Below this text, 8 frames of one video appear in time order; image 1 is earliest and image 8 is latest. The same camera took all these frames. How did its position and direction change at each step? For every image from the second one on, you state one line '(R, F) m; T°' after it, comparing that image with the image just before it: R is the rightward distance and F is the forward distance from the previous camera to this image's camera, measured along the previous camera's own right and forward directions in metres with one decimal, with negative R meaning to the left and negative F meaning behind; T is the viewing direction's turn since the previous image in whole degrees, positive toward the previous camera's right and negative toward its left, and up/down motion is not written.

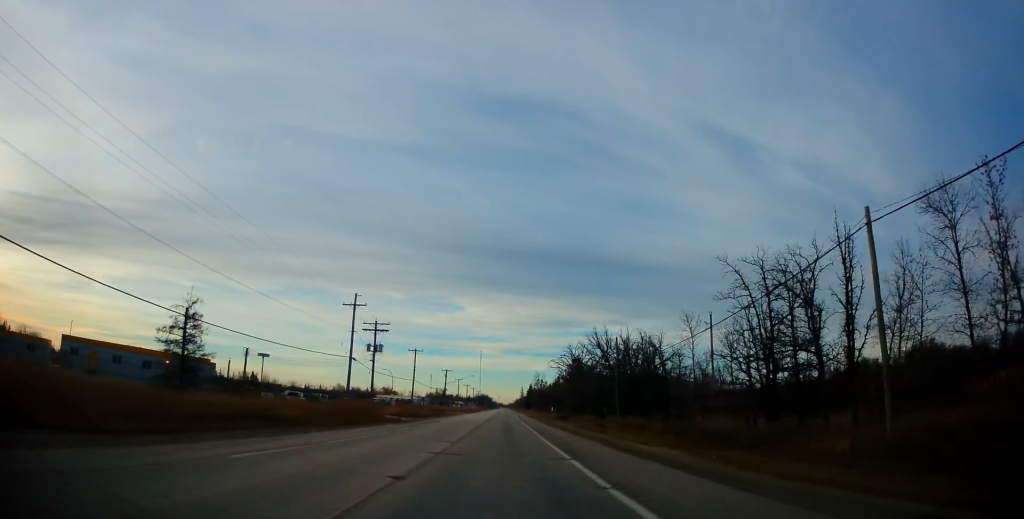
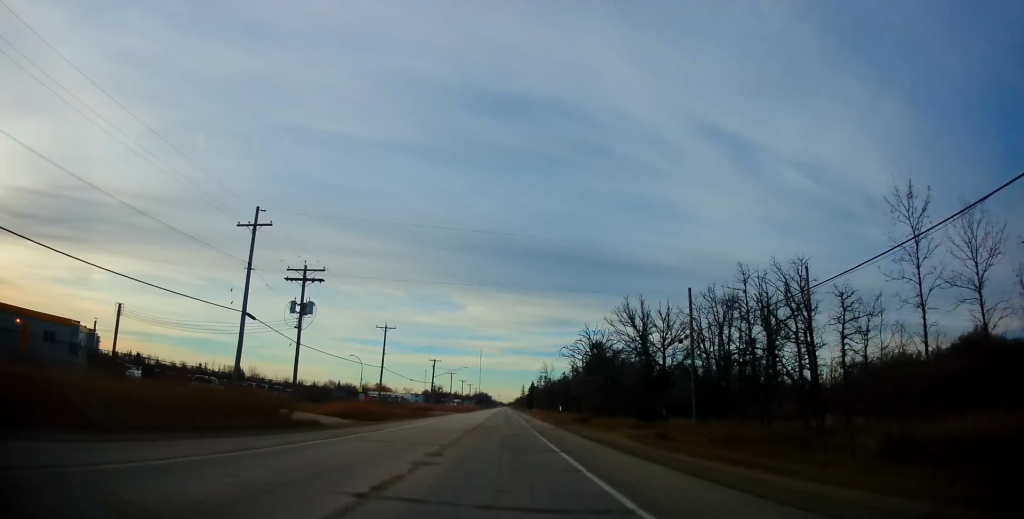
(-0.1, +23.5) m; 0°
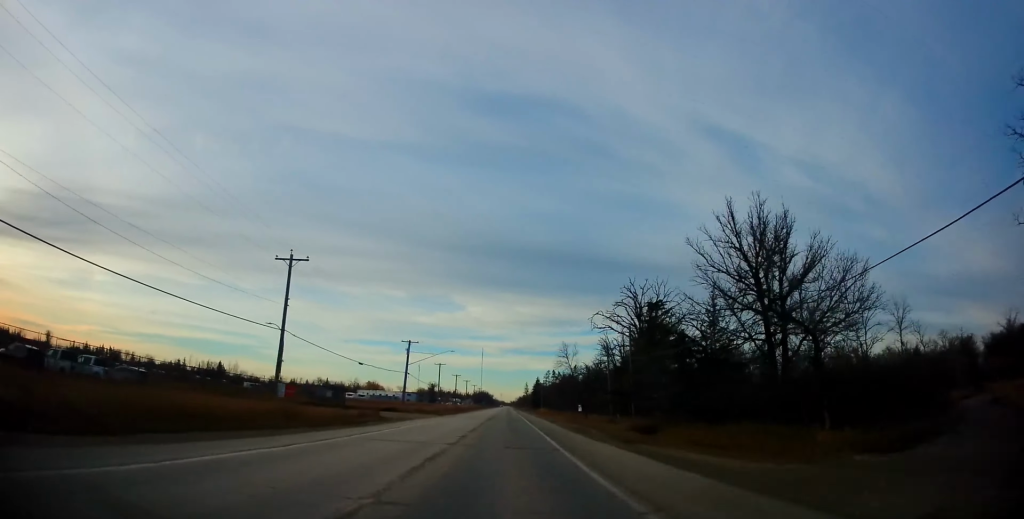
(-0.1, +31.0) m; 0°
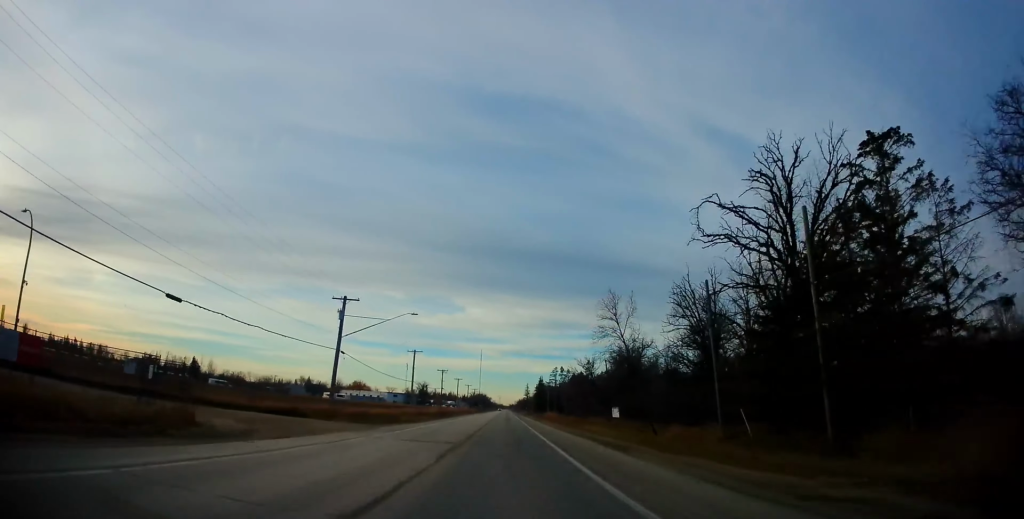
(+0.1, +32.3) m; 0°
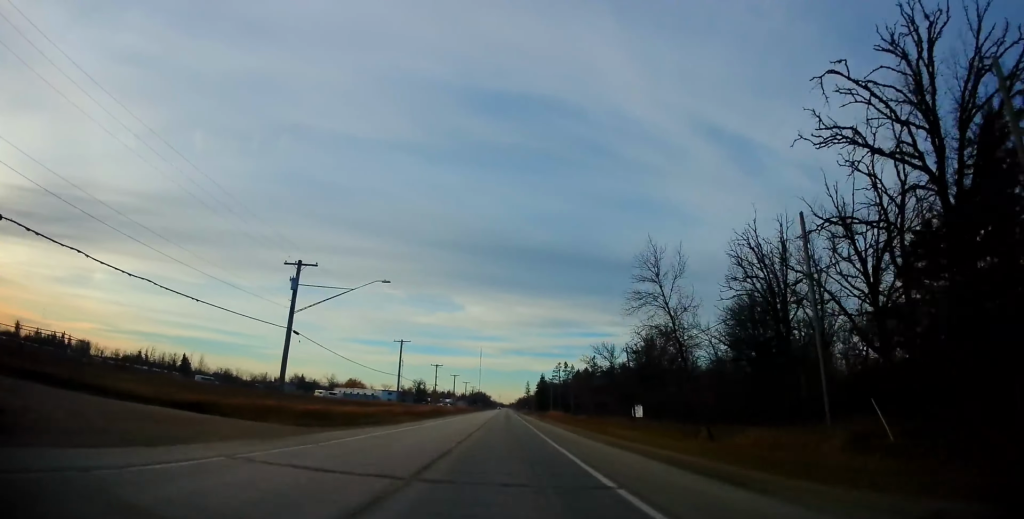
(0.0, +11.1) m; 0°
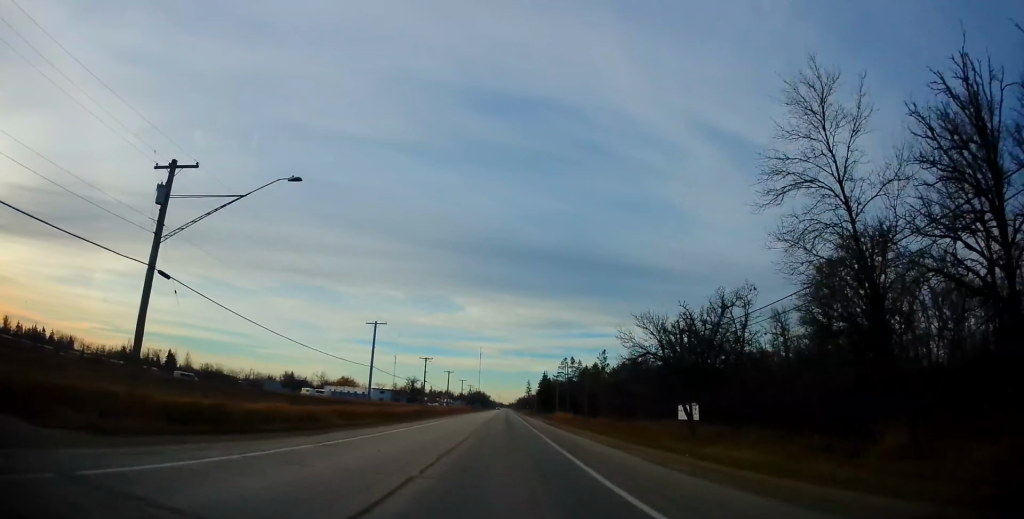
(-0.2, +16.0) m; 0°
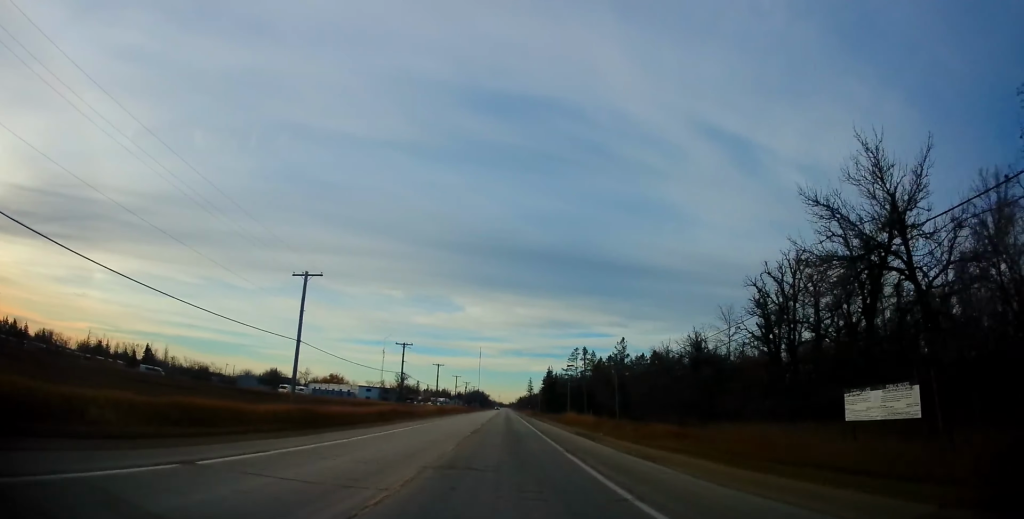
(+0.2, +21.7) m; 0°
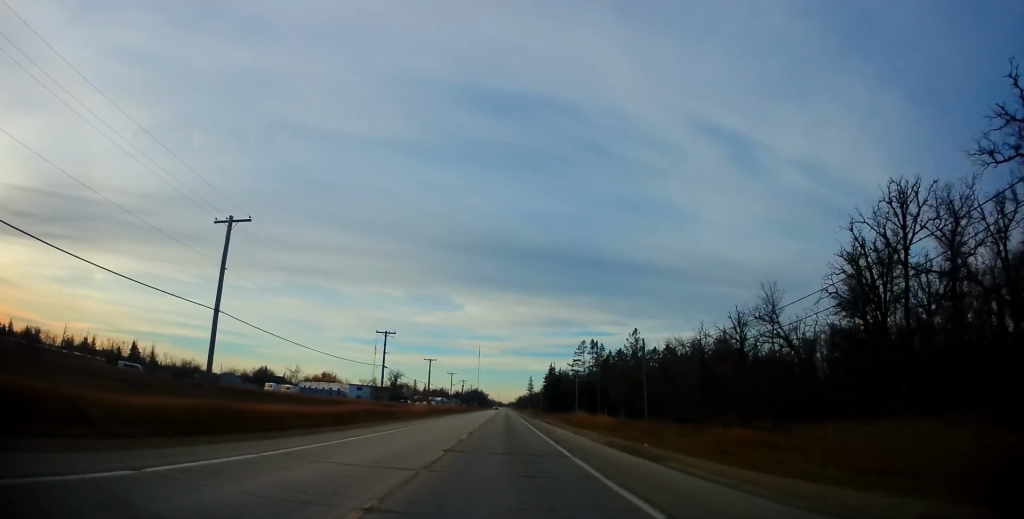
(-0.1, +11.6) m; 0°
